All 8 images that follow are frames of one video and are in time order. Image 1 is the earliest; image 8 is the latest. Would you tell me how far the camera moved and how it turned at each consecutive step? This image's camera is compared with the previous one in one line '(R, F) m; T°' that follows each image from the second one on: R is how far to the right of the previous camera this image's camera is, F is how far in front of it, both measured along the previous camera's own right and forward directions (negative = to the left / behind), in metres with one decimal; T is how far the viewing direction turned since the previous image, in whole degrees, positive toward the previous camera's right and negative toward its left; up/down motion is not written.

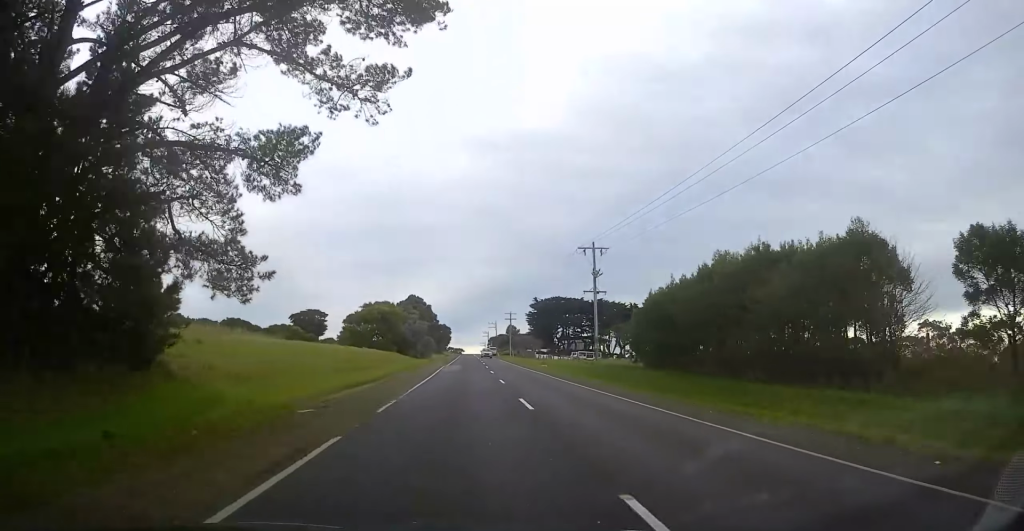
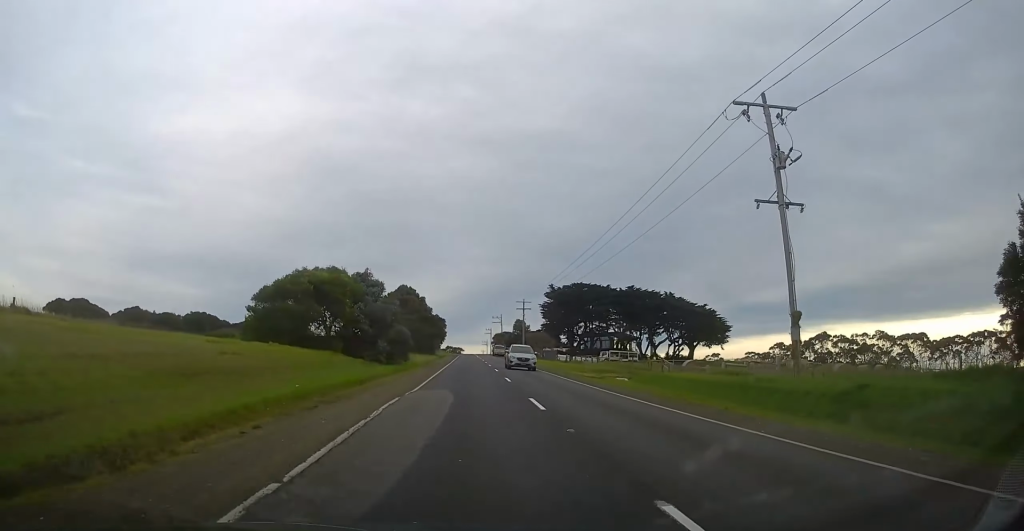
(0.0, +35.5) m; 0°
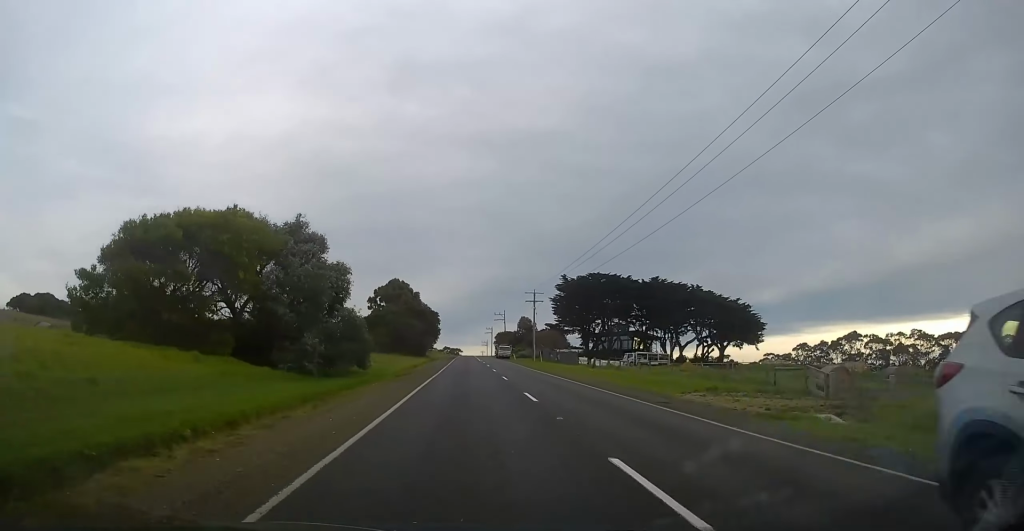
(+0.1, +21.3) m; 0°
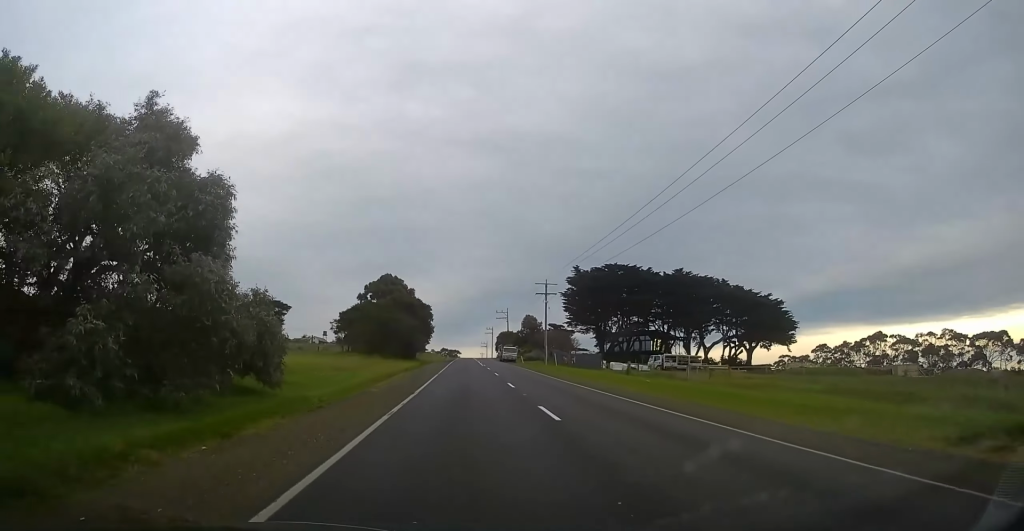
(0.0, +15.8) m; 0°
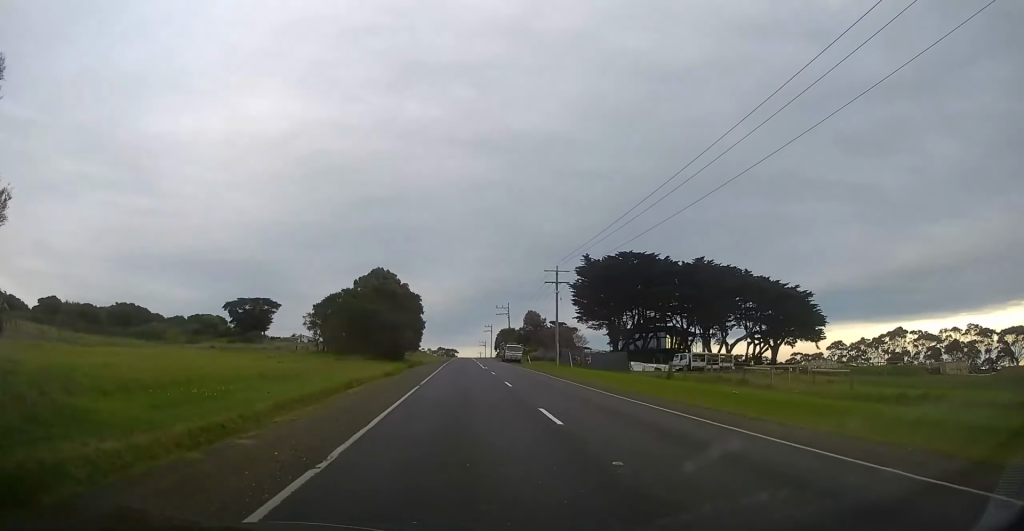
(+0.1, +12.9) m; 0°
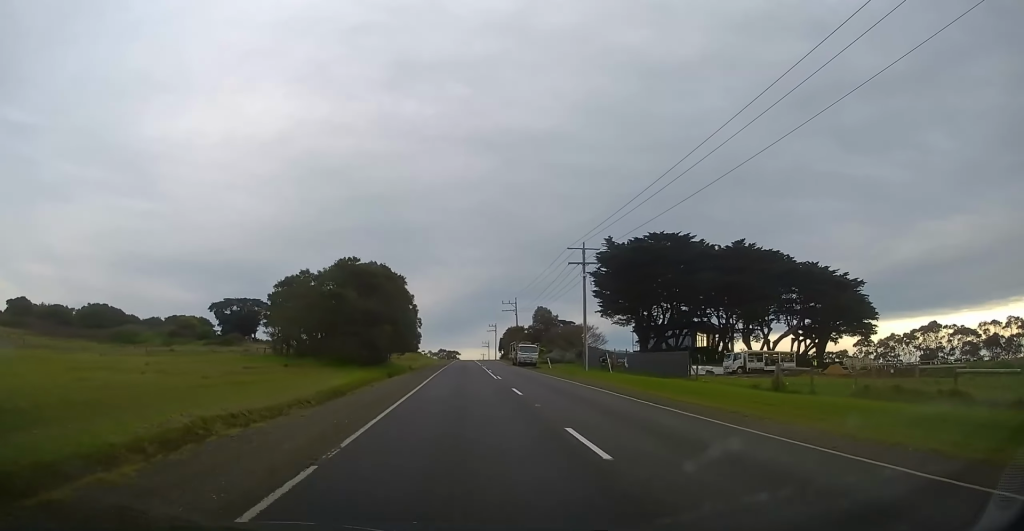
(-0.1, +16.0) m; 0°
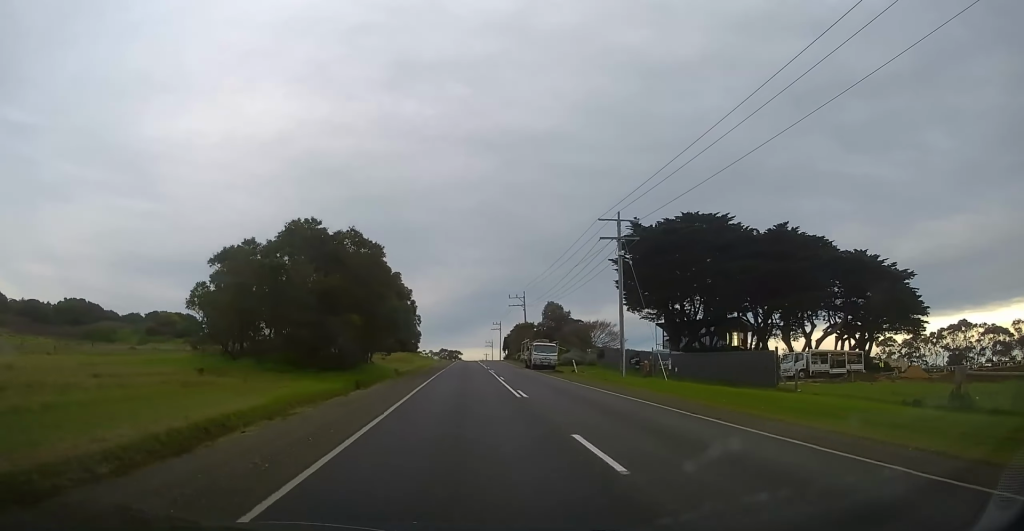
(-0.1, +11.7) m; 0°
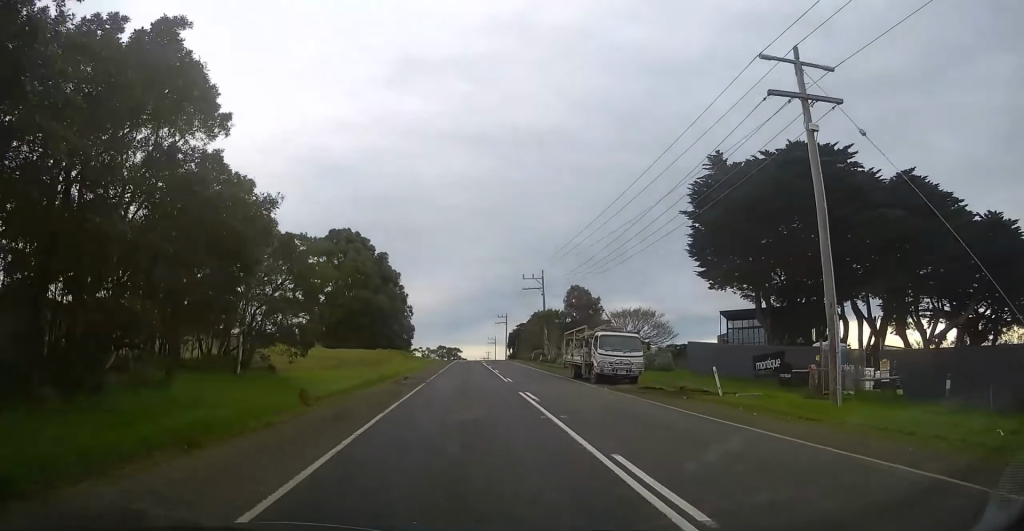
(+0.2, +25.7) m; 0°
